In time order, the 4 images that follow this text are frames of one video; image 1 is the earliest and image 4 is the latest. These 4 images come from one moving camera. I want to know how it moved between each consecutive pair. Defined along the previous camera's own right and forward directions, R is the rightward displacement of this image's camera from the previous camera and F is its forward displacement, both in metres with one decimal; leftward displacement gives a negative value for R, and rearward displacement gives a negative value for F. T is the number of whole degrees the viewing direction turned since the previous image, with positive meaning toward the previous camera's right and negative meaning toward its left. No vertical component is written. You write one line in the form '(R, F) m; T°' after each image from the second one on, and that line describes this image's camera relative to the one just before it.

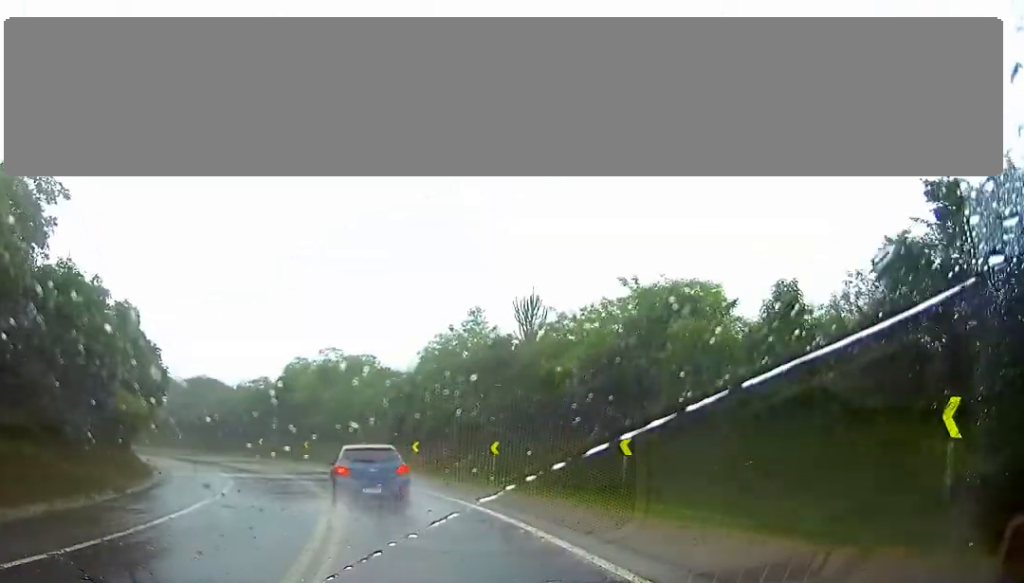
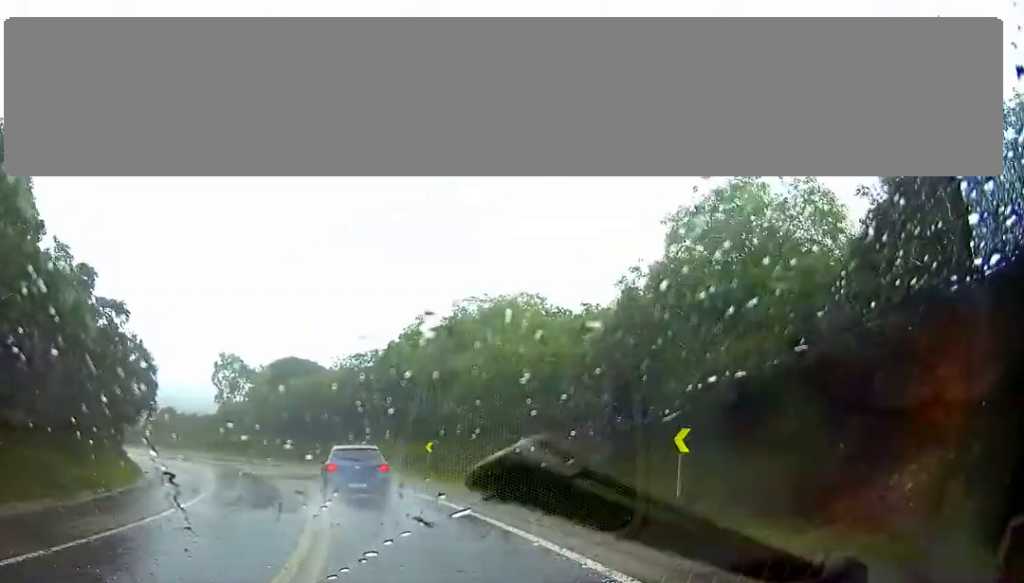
(-3.3, +29.5) m; -11°
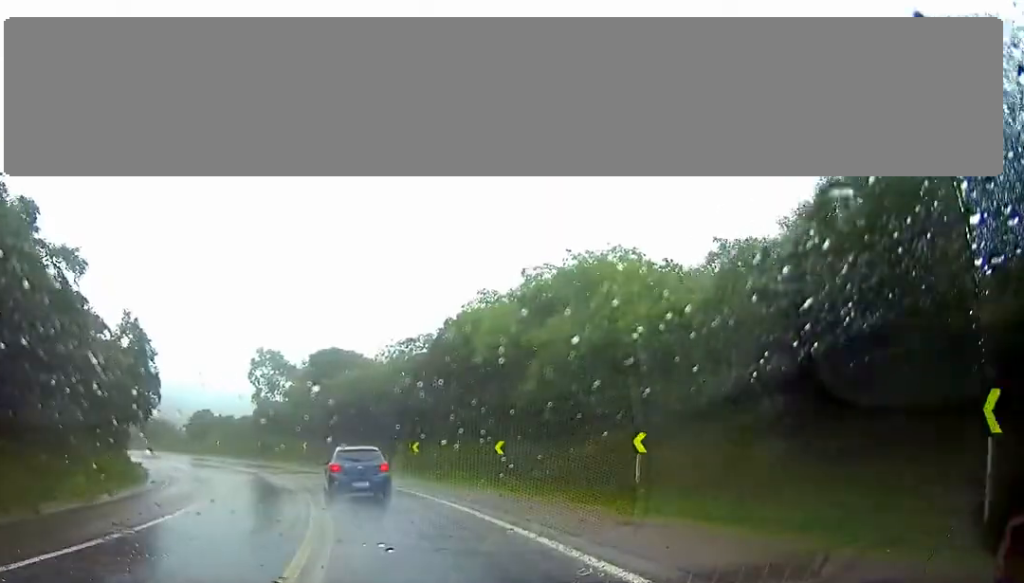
(-0.3, +9.7) m; -3°
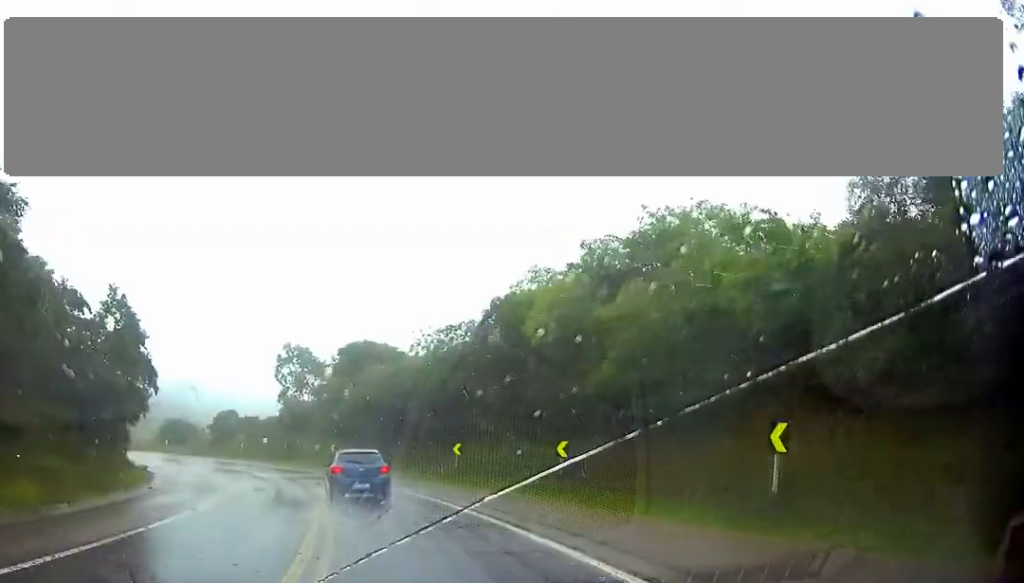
(0.0, +6.4) m; -2°
